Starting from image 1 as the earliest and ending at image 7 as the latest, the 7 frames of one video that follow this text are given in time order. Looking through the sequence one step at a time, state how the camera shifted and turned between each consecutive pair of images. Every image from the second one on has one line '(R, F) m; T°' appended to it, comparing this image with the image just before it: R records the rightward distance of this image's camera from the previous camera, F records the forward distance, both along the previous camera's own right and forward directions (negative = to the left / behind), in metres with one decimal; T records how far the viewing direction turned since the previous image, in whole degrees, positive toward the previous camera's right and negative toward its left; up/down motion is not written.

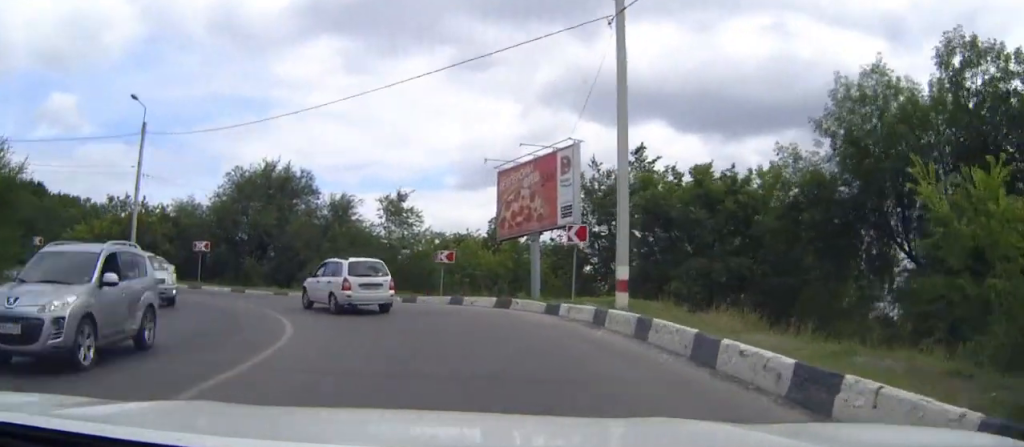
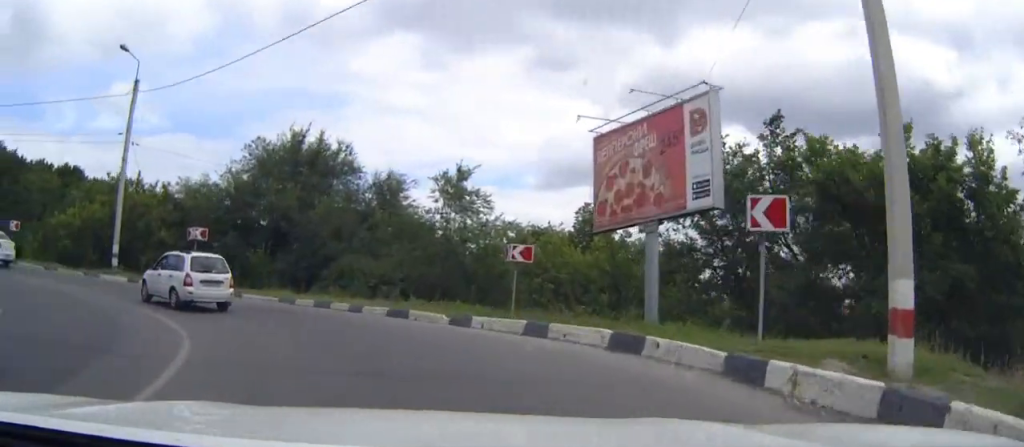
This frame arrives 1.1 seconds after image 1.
(+0.2, +9.6) m; -4°
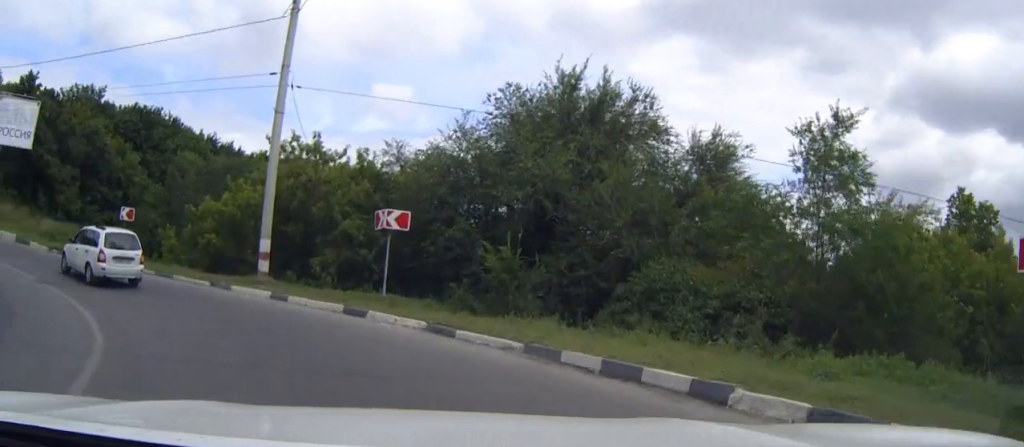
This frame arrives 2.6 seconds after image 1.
(-2.0, +12.6) m; -21°
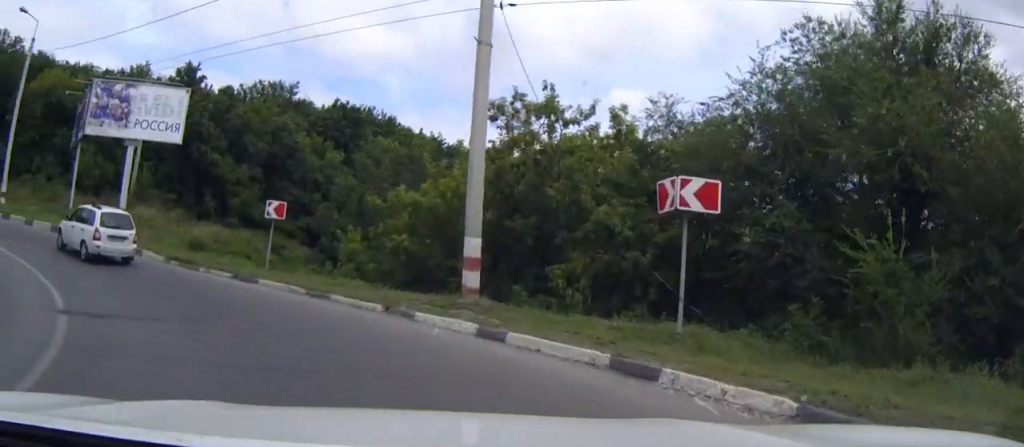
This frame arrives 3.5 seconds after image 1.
(-0.9, +7.7) m; -18°
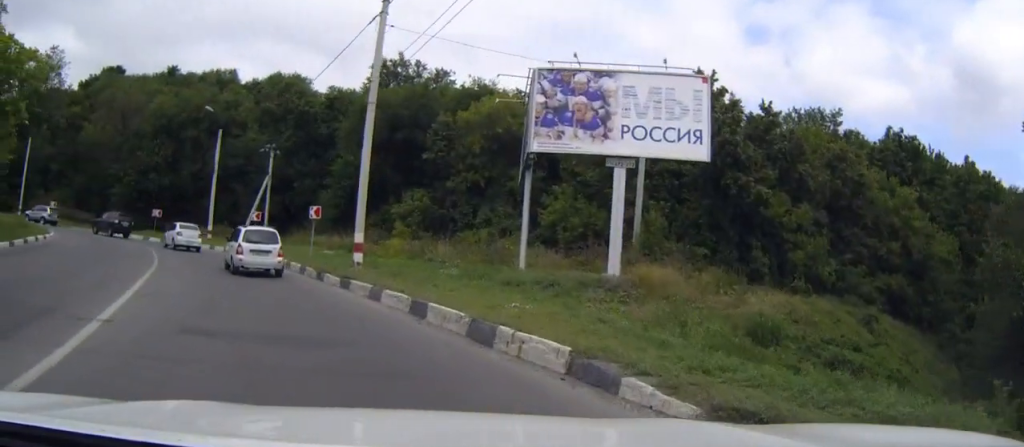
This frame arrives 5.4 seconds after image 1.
(-5.3, +14.9) m; -39°
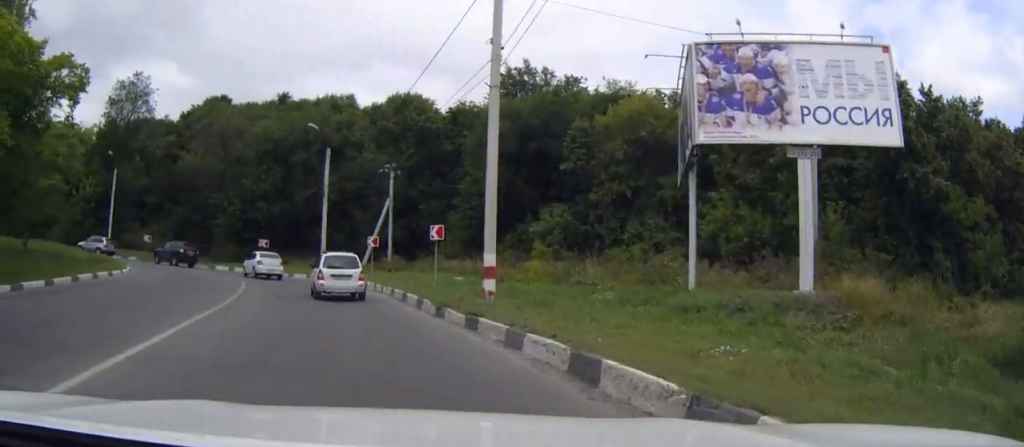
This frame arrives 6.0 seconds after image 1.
(-0.8, +5.3) m; -9°
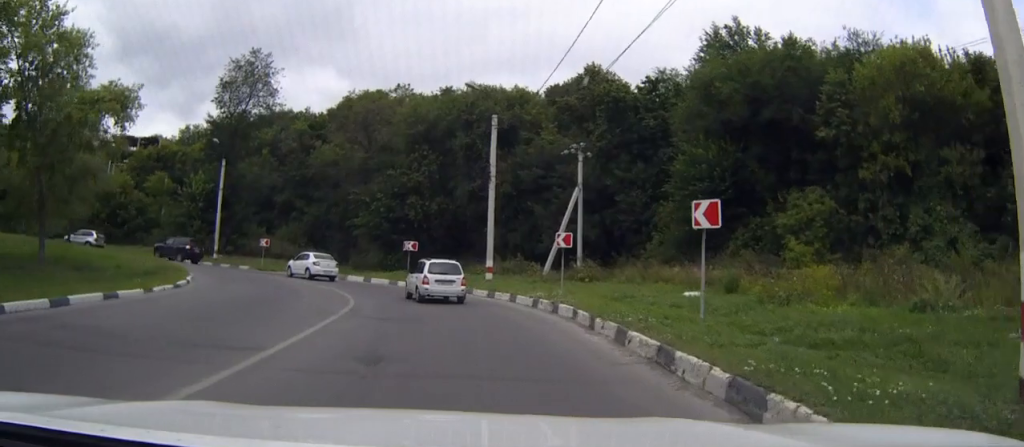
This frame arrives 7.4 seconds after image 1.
(-2.3, +13.3) m; -16°
